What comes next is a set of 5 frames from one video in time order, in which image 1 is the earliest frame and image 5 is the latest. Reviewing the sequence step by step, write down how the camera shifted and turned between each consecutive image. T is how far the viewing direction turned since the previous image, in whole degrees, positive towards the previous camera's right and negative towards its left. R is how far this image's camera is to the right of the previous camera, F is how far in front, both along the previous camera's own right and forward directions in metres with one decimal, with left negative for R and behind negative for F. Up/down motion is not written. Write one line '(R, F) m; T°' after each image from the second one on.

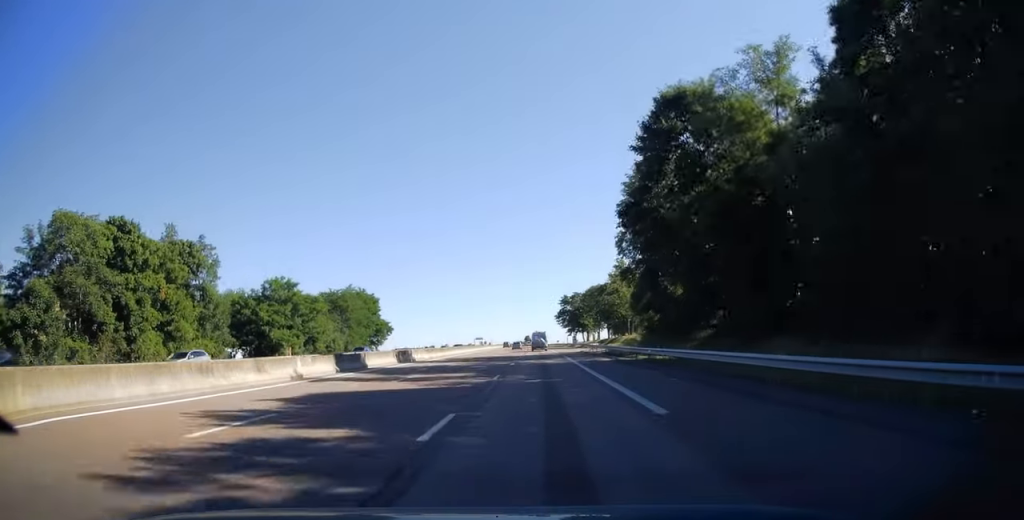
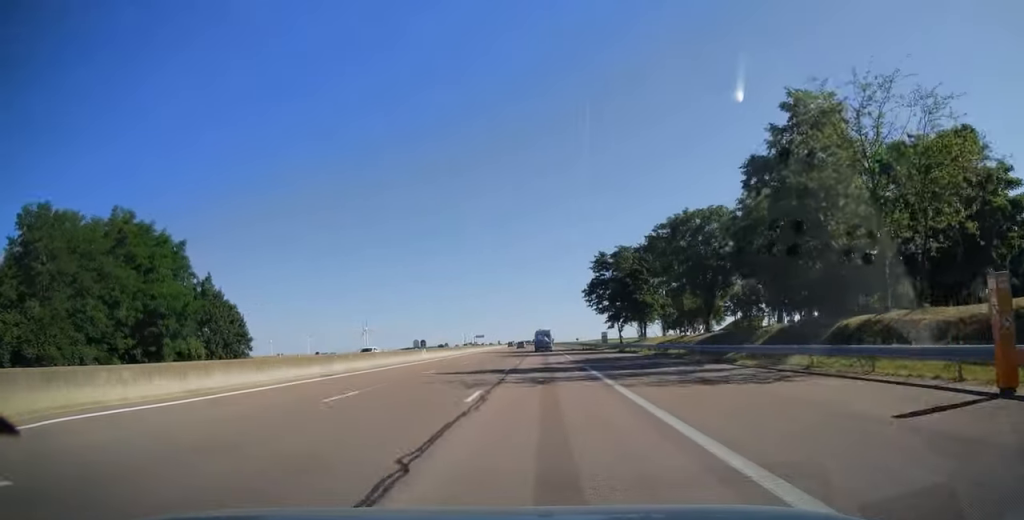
(-0.5, +72.7) m; -1°
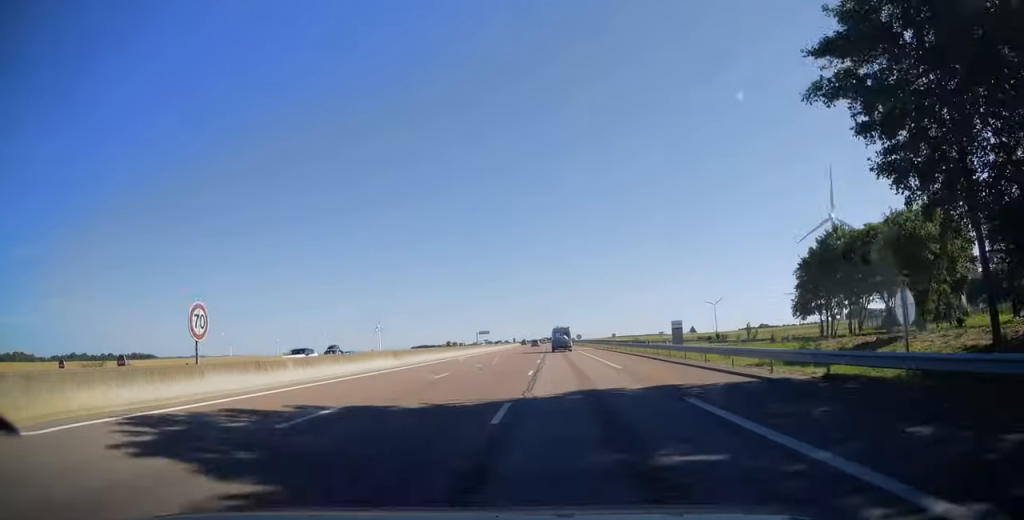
(-0.8, +68.7) m; -2°
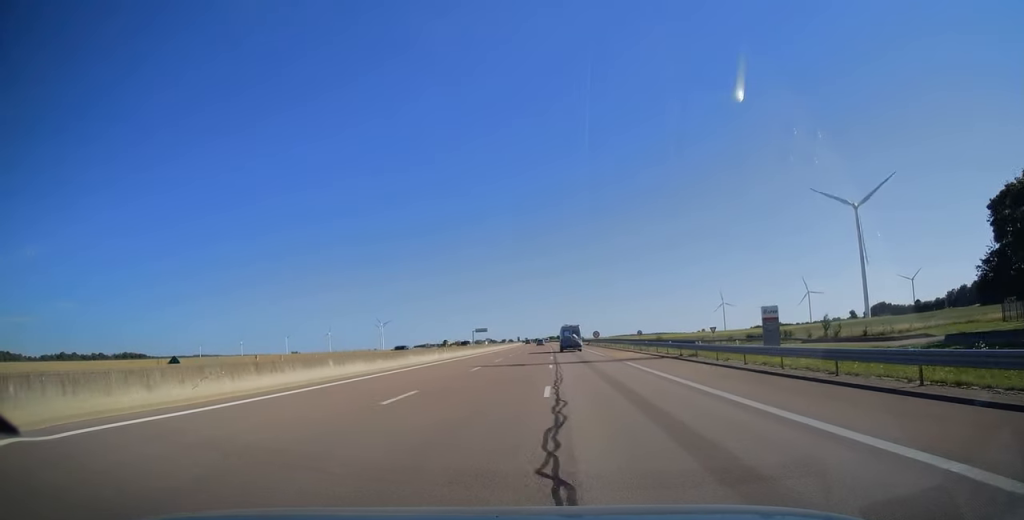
(-0.4, +35.0) m; -1°
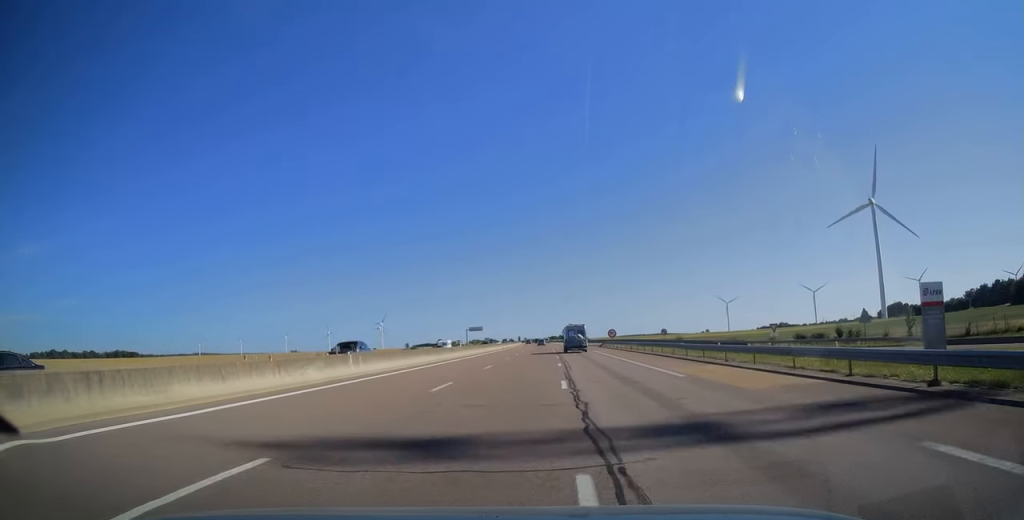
(0.0, +23.7) m; 0°
